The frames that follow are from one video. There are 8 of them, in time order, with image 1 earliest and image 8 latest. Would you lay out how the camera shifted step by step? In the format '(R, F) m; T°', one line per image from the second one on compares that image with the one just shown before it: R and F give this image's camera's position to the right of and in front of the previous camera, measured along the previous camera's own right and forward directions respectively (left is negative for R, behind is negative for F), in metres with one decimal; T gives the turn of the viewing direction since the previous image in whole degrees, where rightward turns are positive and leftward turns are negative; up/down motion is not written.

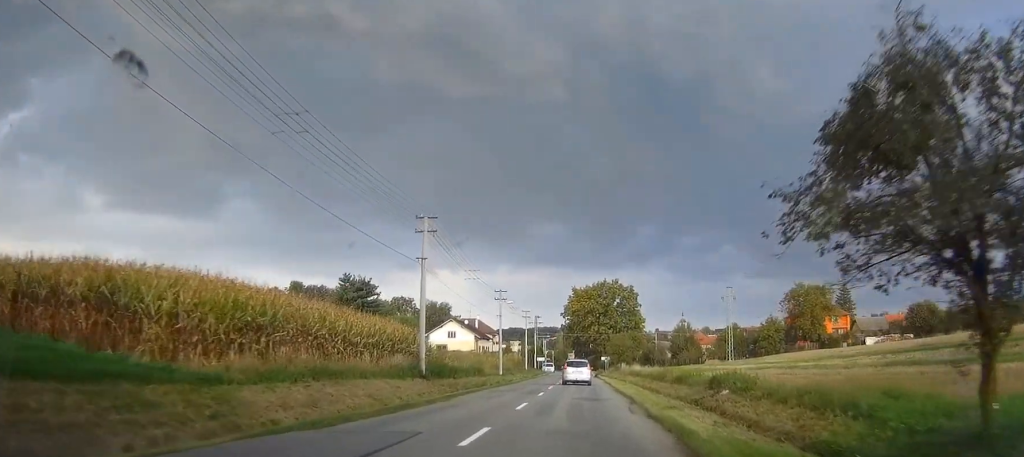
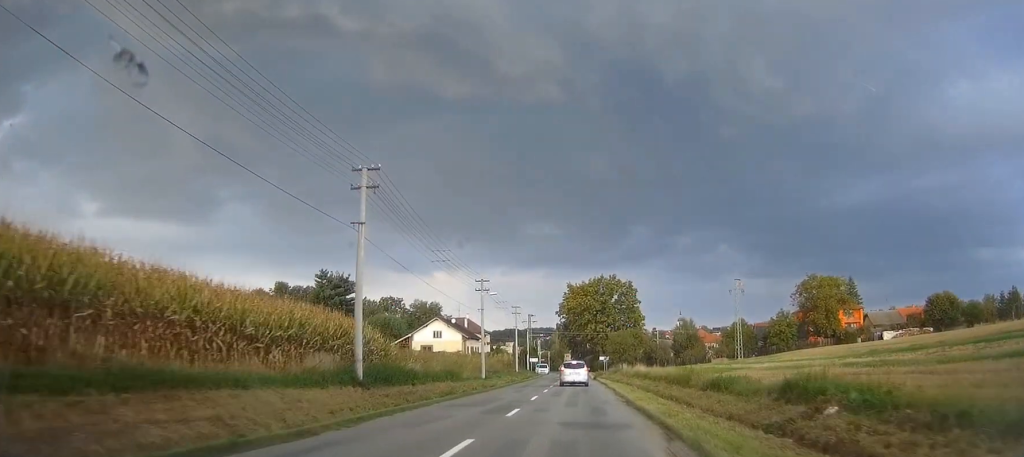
(0.0, +10.8) m; +1°
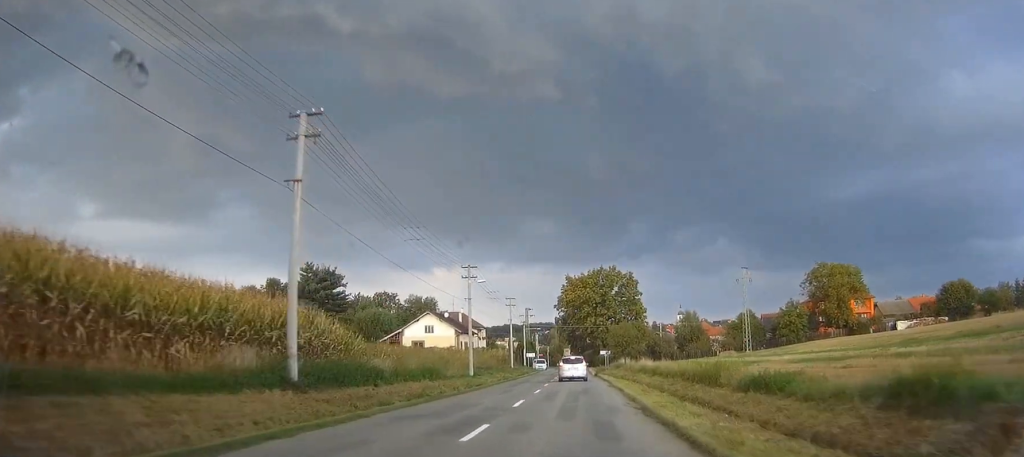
(0.0, +6.7) m; 0°
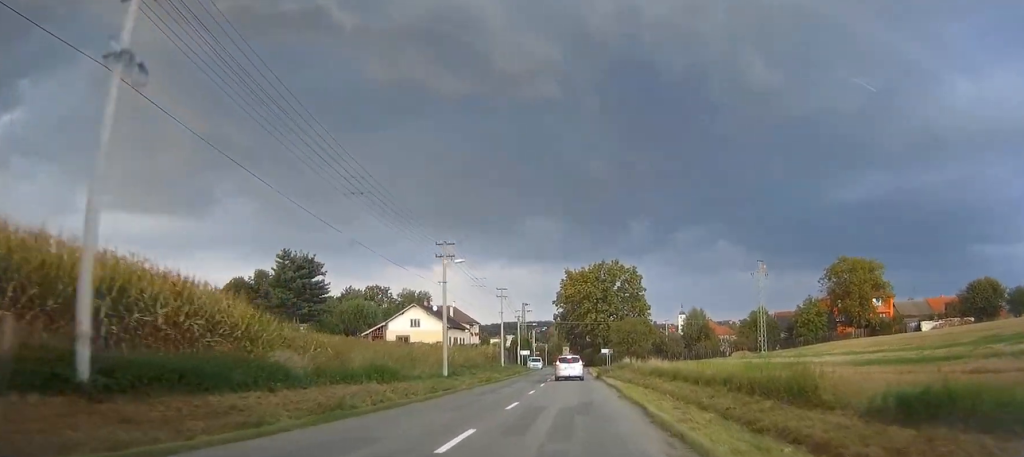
(+0.2, +10.2) m; 0°
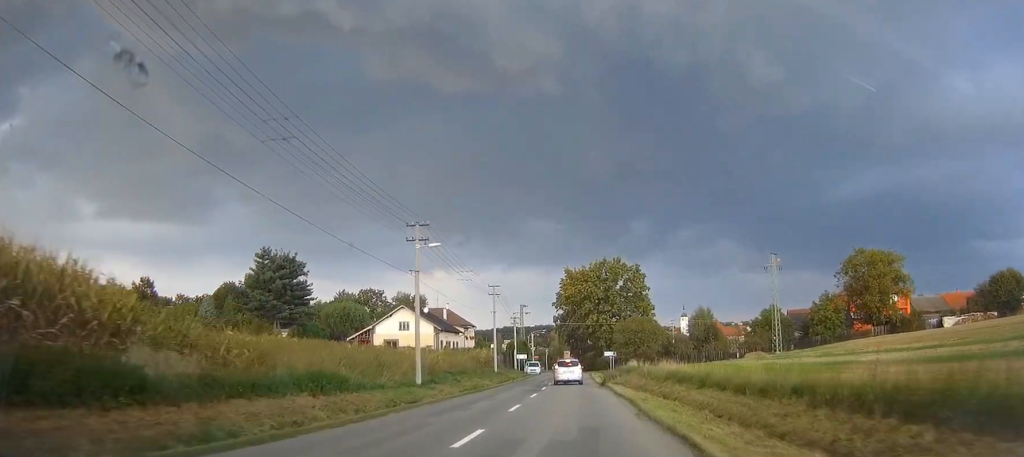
(0.0, +7.6) m; 0°
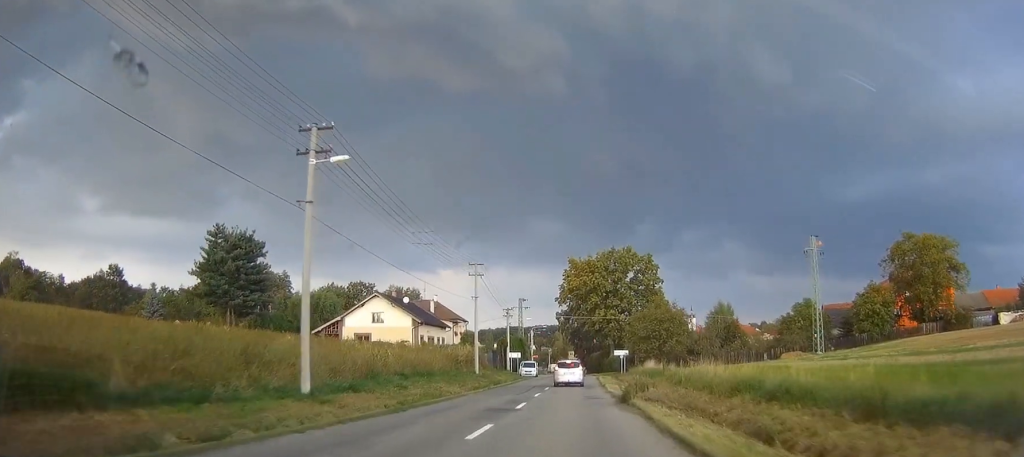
(-0.1, +15.7) m; -1°
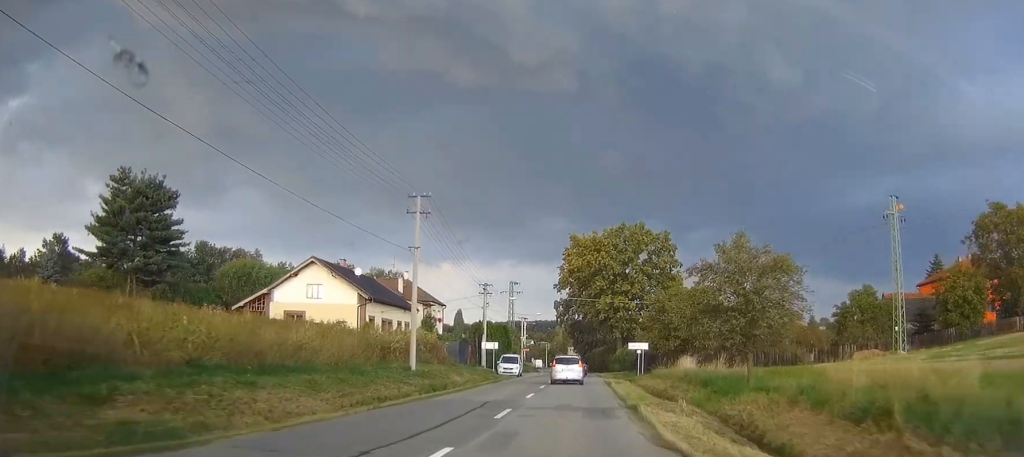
(-0.2, +21.6) m; -1°
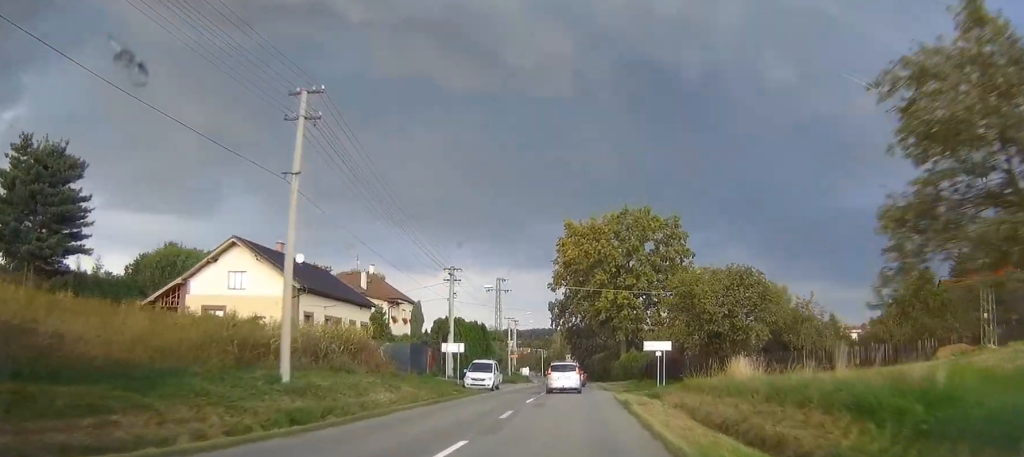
(0.0, +14.9) m; 0°
